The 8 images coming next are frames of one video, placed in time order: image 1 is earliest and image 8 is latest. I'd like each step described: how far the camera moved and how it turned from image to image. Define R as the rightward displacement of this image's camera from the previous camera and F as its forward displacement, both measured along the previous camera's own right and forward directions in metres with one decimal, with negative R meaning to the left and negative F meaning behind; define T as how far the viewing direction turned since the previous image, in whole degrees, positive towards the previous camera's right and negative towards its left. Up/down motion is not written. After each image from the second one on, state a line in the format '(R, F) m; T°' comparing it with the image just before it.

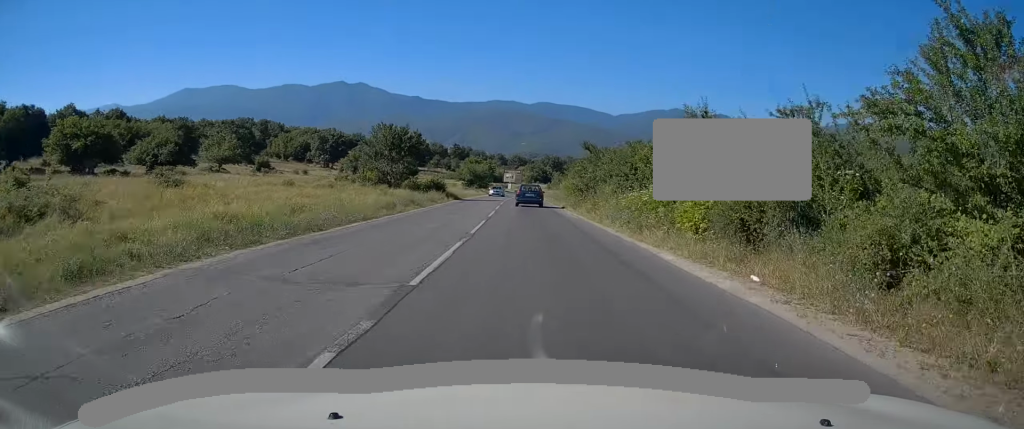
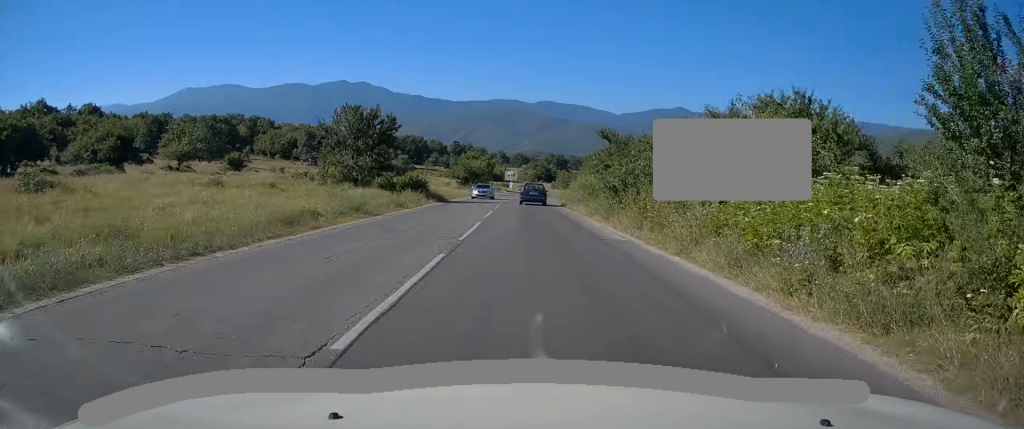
(-0.1, +11.8) m; 0°
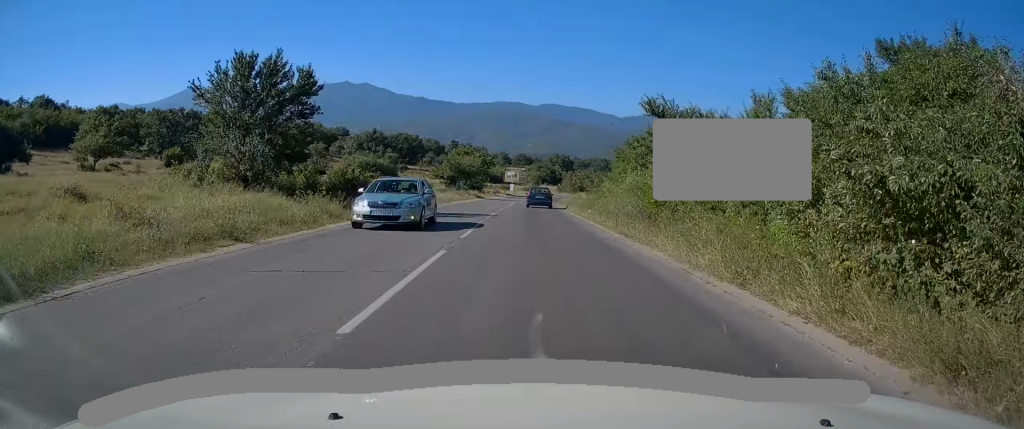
(0.0, +17.6) m; 0°
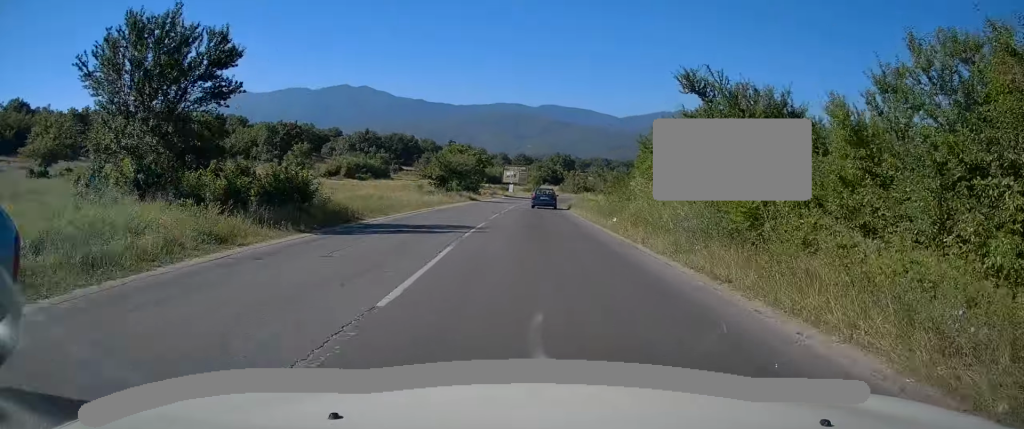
(0.0, +7.6) m; 0°
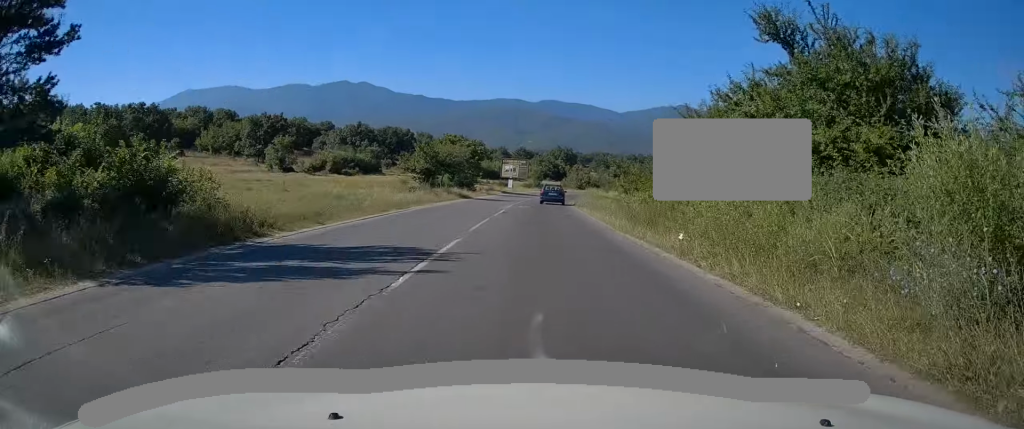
(0.0, +8.2) m; 0°
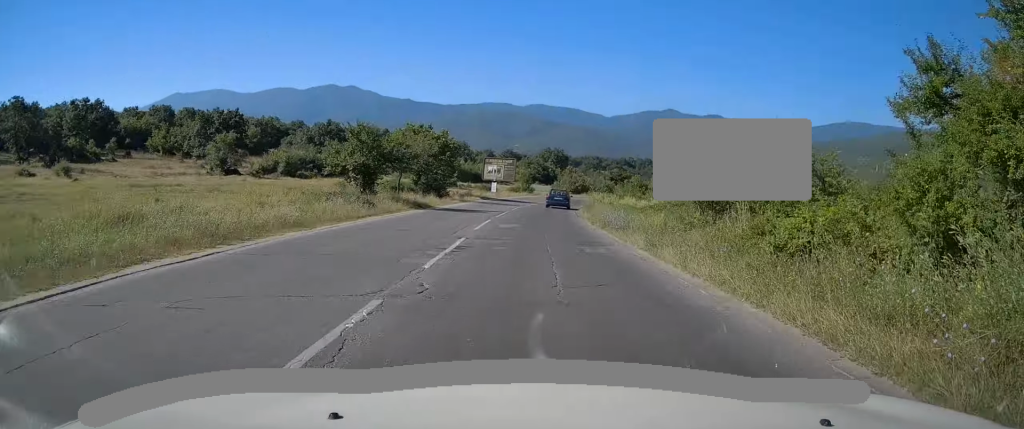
(+0.1, +15.3) m; 0°
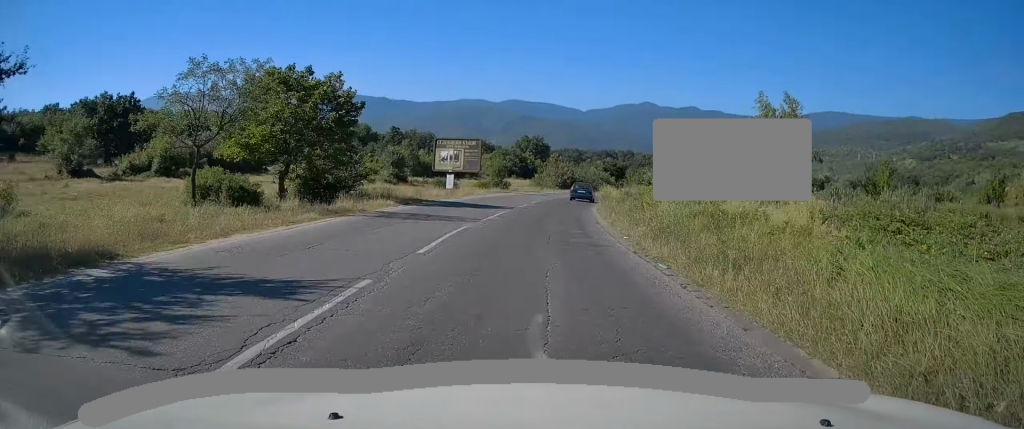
(+0.3, +25.9) m; +2°
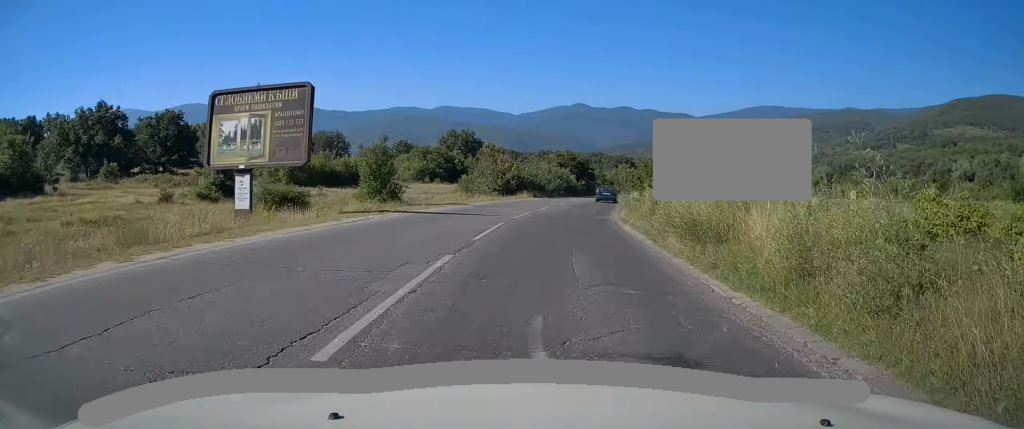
(+1.4, +33.2) m; +6°
